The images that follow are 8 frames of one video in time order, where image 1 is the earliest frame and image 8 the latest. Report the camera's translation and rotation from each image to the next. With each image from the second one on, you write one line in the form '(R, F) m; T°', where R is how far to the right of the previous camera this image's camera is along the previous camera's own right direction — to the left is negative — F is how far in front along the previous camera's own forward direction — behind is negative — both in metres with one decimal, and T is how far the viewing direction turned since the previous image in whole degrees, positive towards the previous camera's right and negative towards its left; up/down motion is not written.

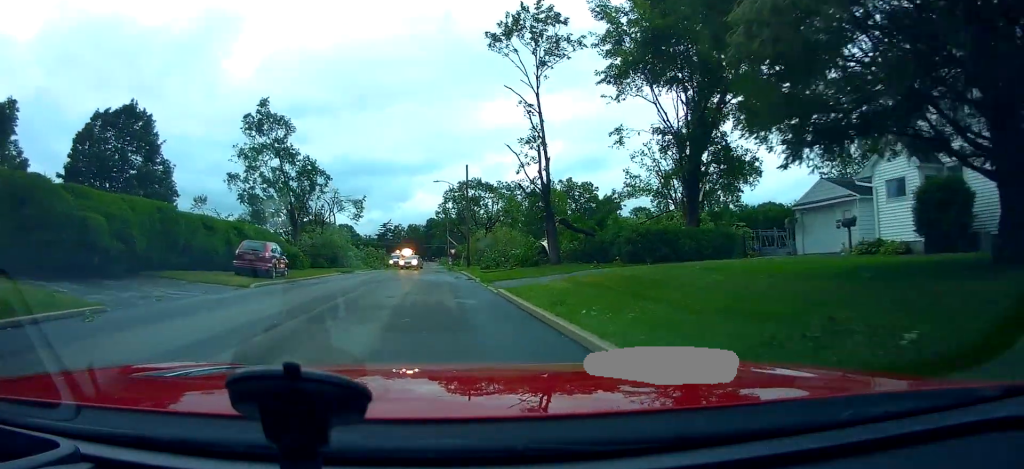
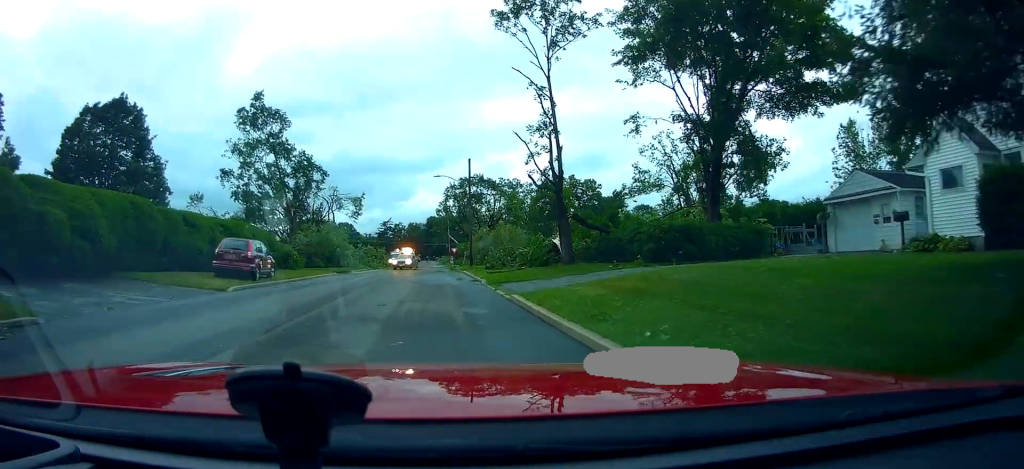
(0.0, +2.5) m; -1°
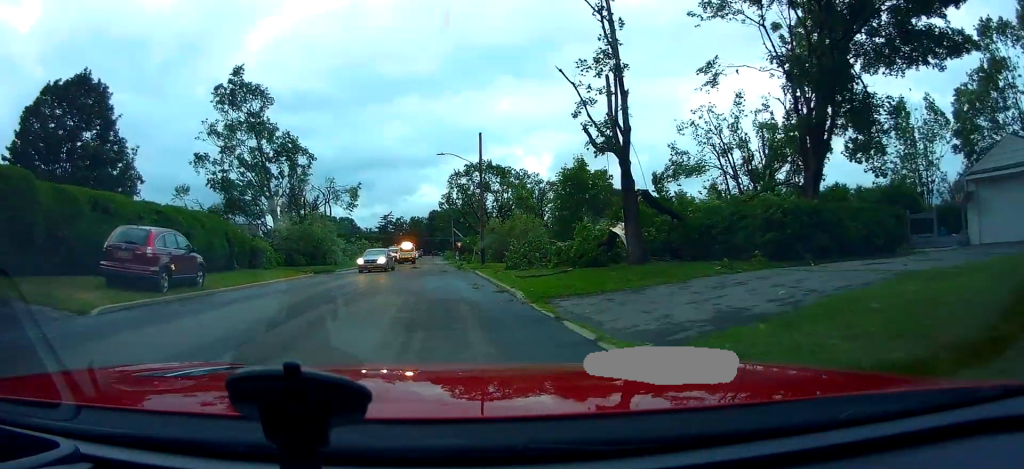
(-0.3, +8.3) m; -1°
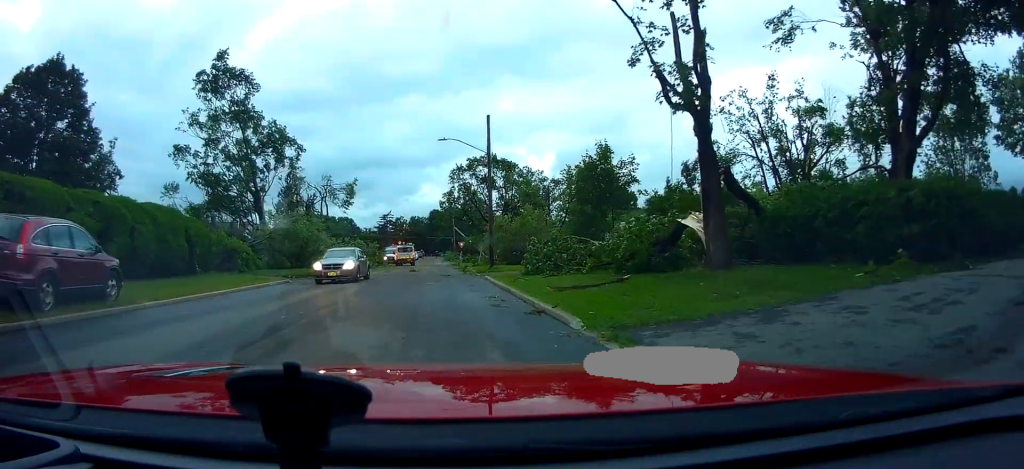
(+0.1, +5.1) m; 0°
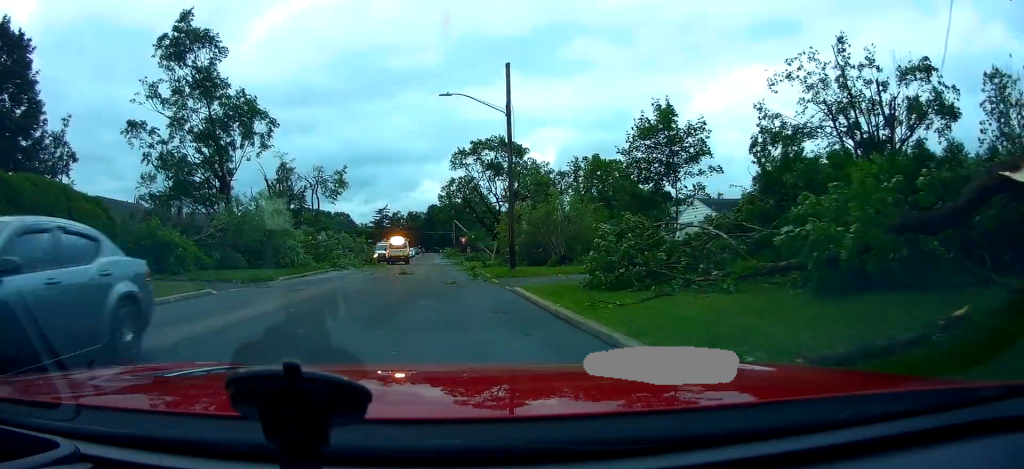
(-0.2, +9.3) m; 0°
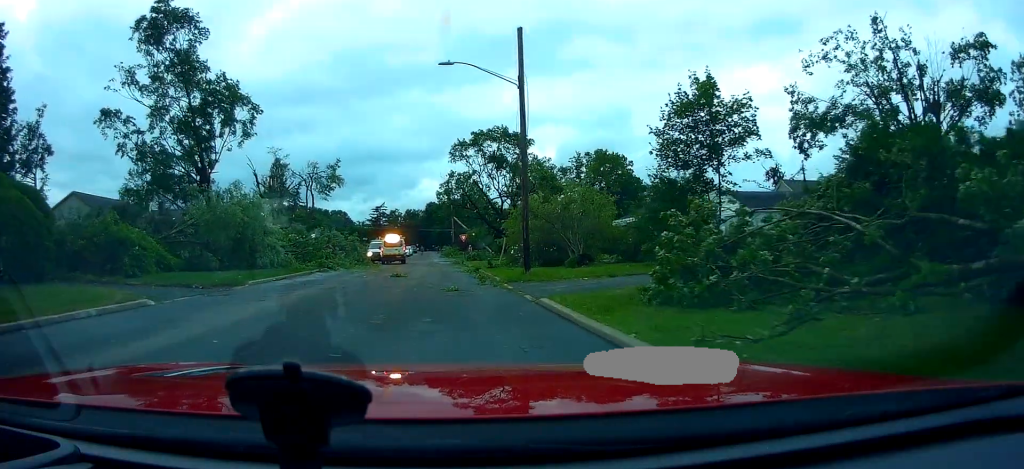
(+0.2, +4.1) m; +2°
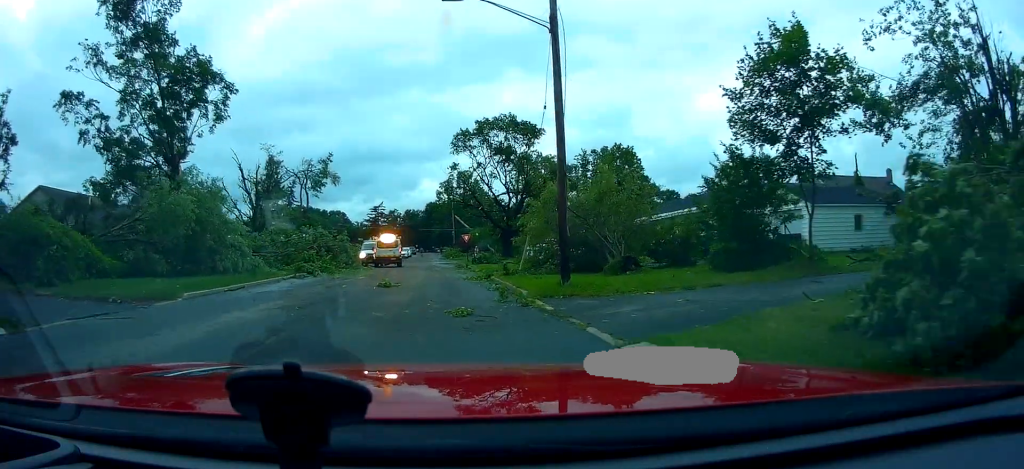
(+0.1, +5.6) m; -1°
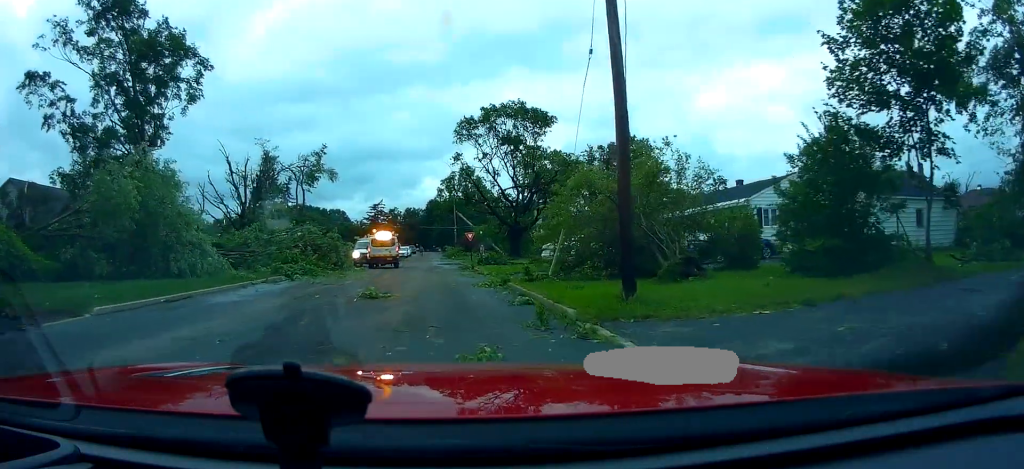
(-0.1, +4.6) m; -2°
